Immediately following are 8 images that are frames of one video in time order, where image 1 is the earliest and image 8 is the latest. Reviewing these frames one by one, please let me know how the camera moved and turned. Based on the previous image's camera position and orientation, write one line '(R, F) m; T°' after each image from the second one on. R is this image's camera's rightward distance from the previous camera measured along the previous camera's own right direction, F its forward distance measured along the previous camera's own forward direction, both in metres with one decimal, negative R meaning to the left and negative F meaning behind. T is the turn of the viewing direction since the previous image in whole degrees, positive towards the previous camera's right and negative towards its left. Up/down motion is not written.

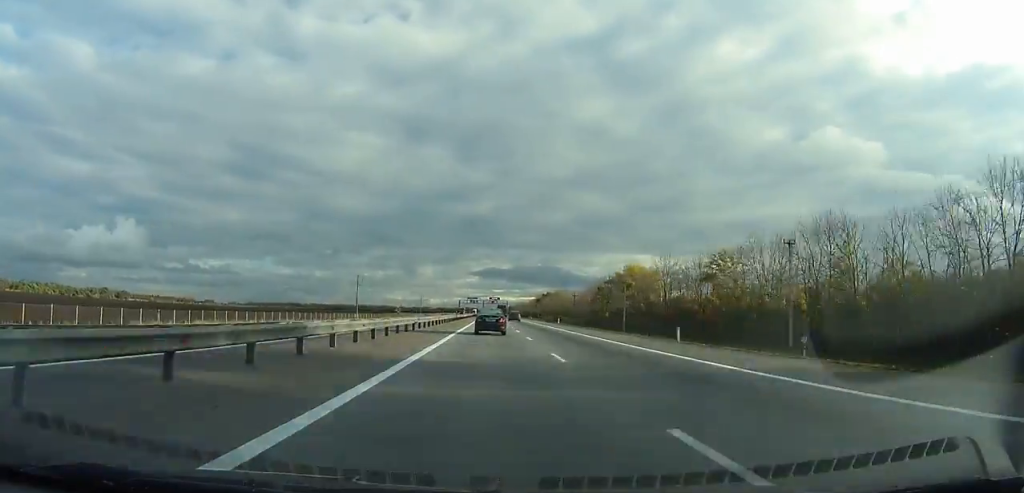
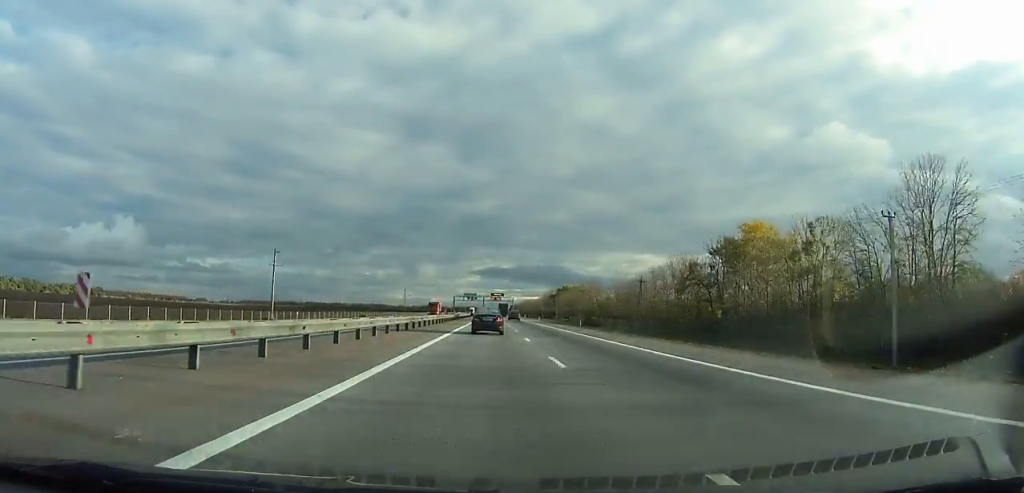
(+0.1, +74.4) m; 0°
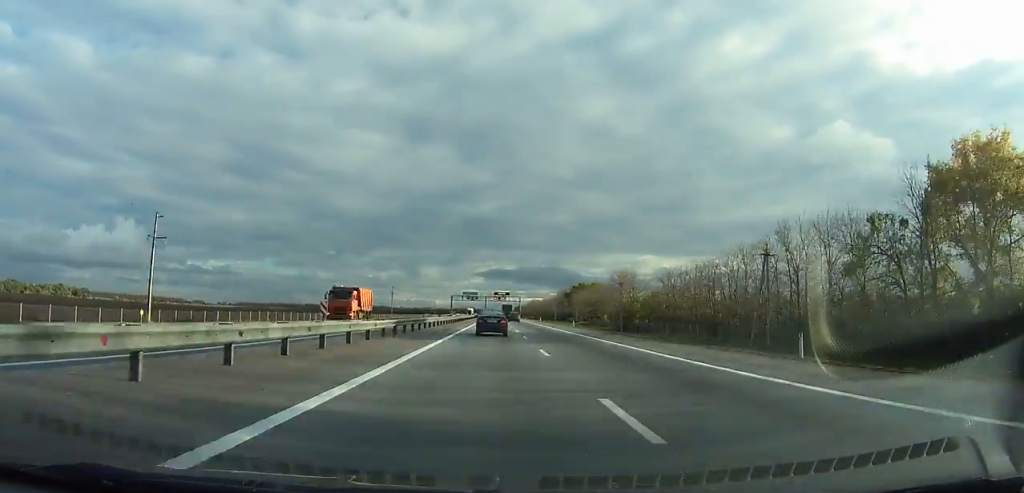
(+0.1, +44.4) m; 0°
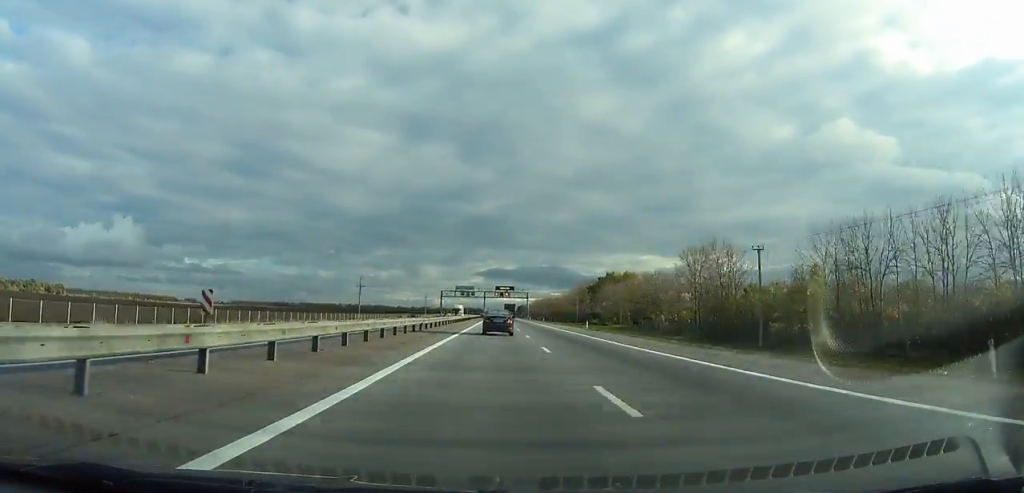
(-0.1, +58.6) m; 0°
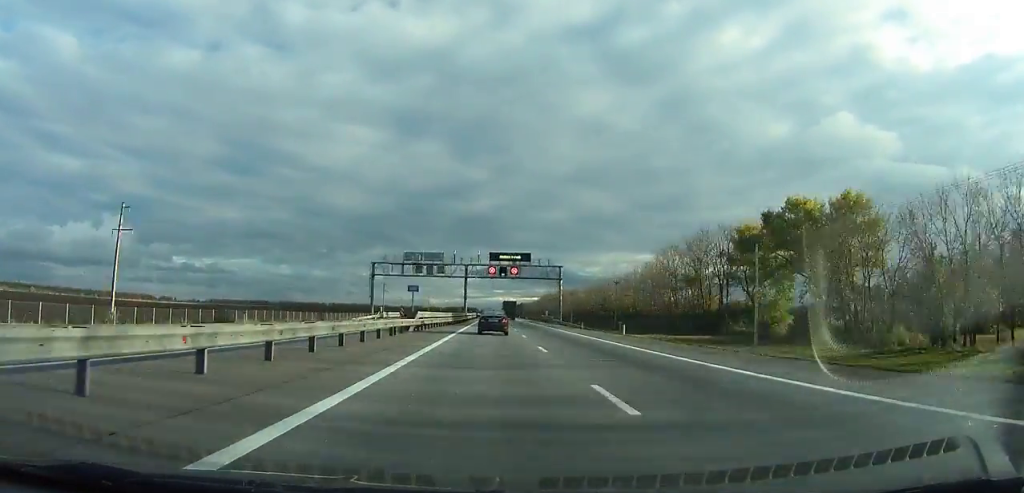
(-0.2, +119.1) m; 0°
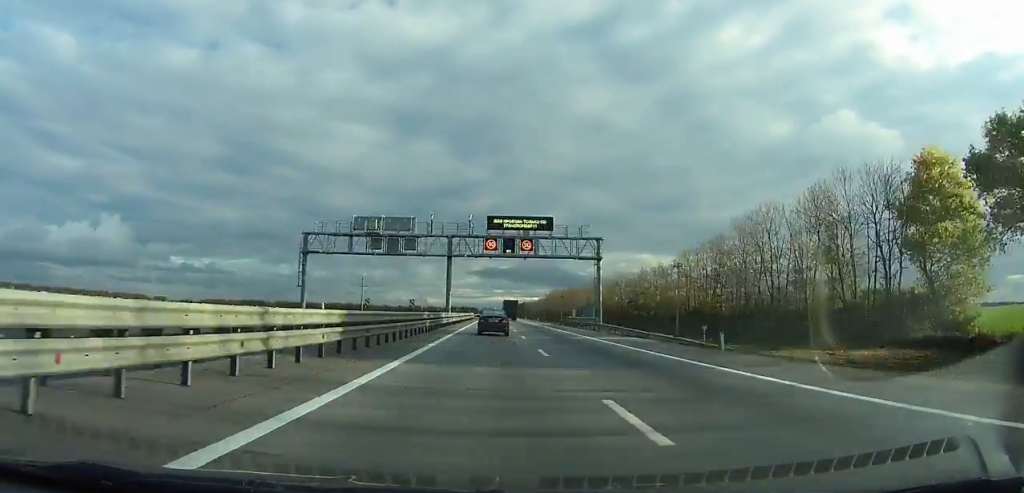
(+0.1, +37.4) m; 0°
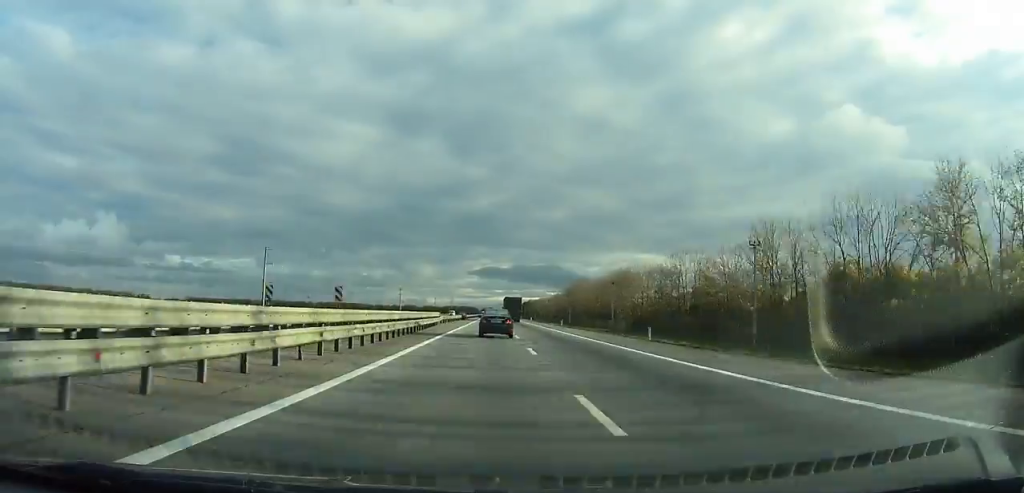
(+0.1, +83.0) m; 0°
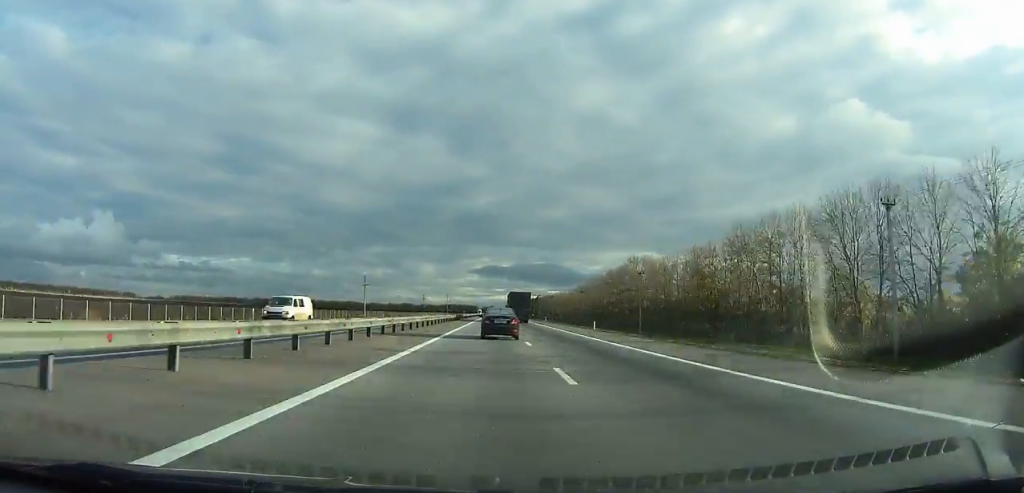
(0.0, +79.3) m; 0°
